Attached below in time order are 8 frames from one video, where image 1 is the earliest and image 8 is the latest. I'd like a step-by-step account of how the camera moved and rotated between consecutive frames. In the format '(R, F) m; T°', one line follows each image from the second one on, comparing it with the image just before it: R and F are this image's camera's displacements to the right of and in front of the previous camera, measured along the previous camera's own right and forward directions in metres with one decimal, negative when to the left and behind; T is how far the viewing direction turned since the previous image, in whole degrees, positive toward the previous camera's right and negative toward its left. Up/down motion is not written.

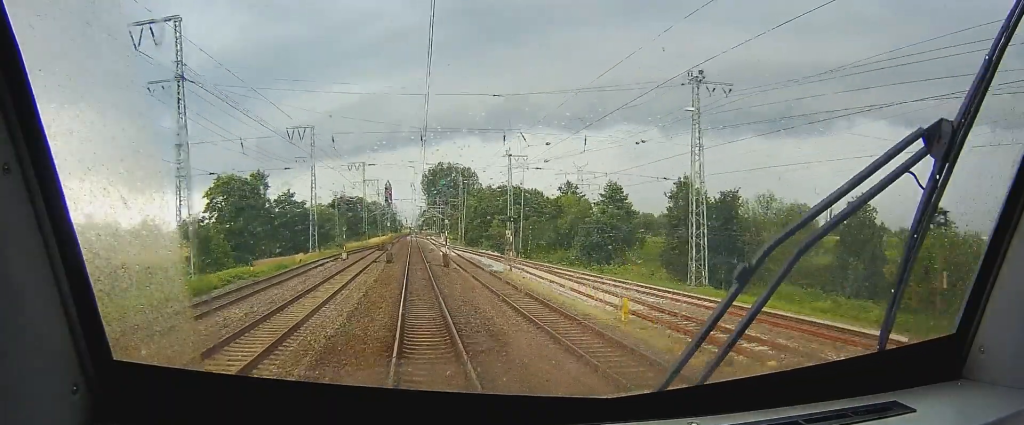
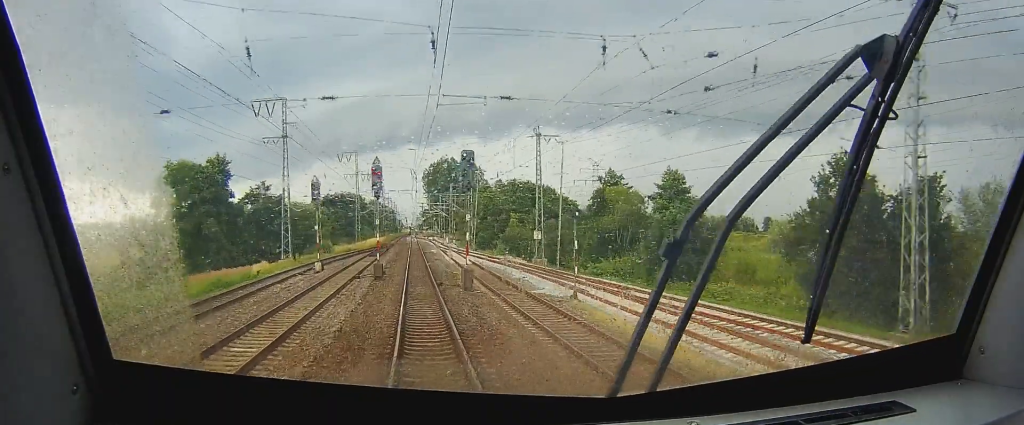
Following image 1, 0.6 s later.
(0.0, +20.4) m; 0°
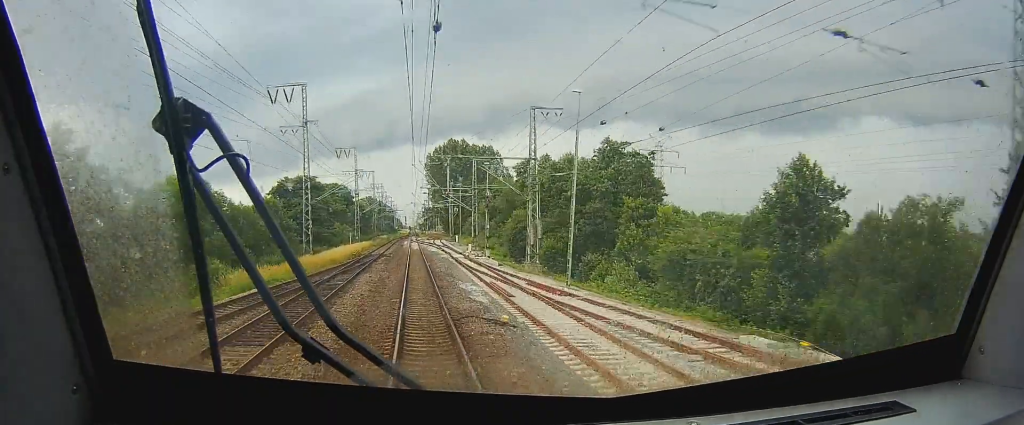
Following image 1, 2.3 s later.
(0.0, +60.2) m; 0°
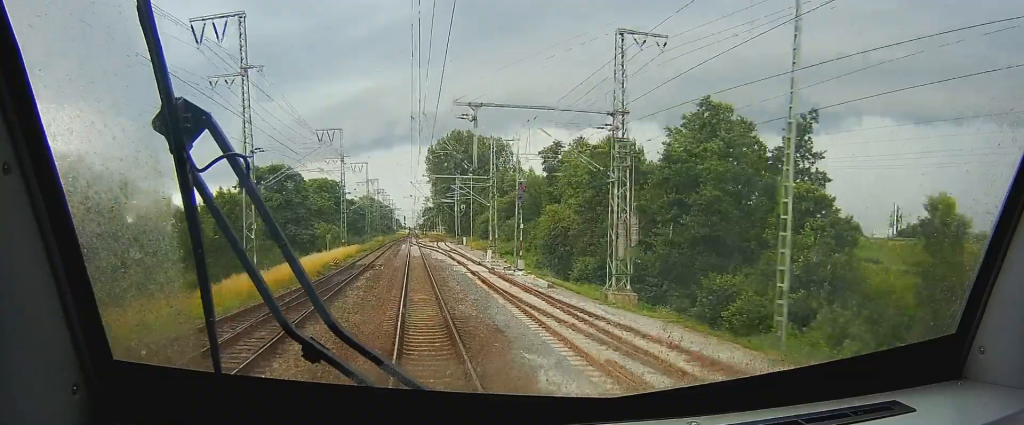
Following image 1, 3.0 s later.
(0.0, +25.3) m; 0°
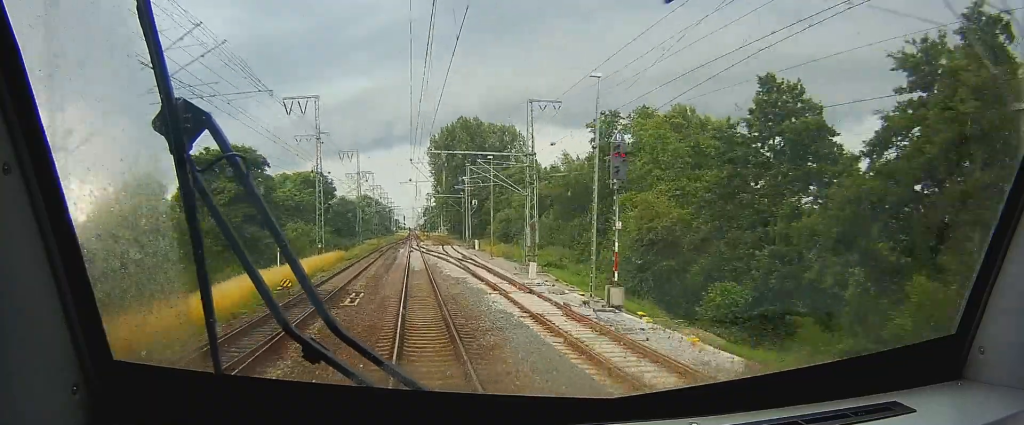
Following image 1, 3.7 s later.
(0.0, +26.1) m; 0°
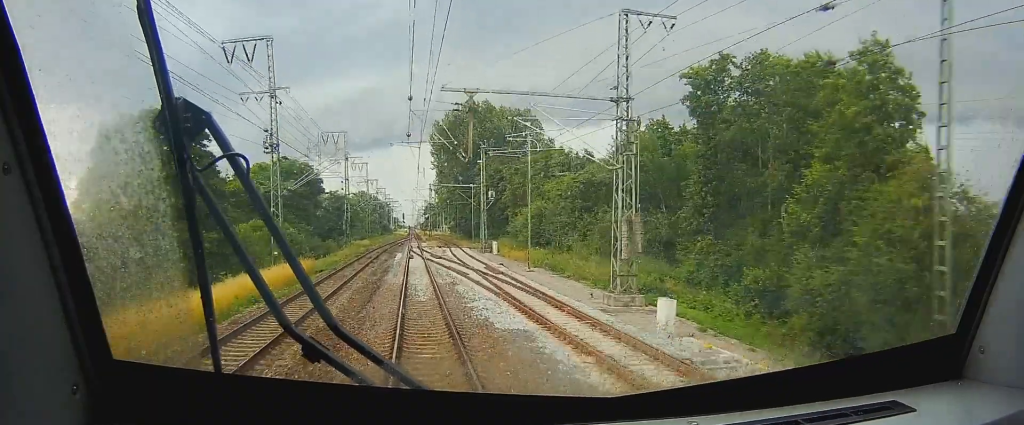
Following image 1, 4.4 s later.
(0.0, +25.9) m; 0°
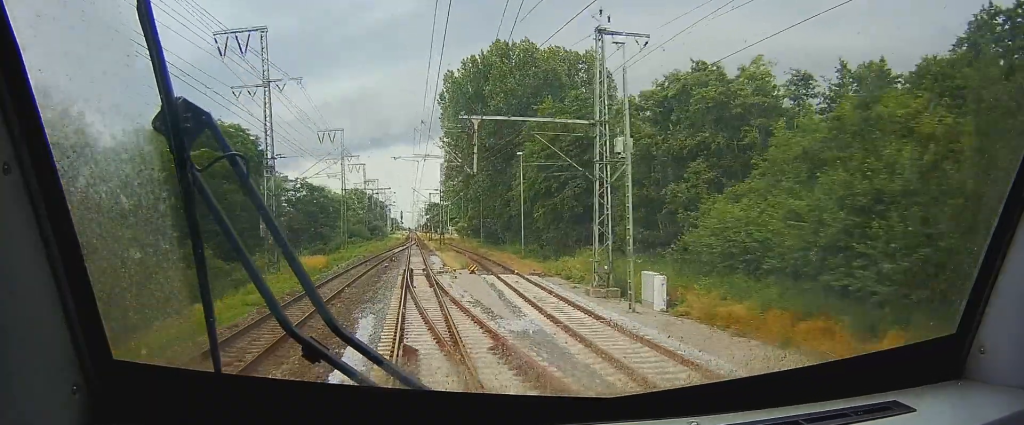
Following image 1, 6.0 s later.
(+0.2, +52.8) m; 0°
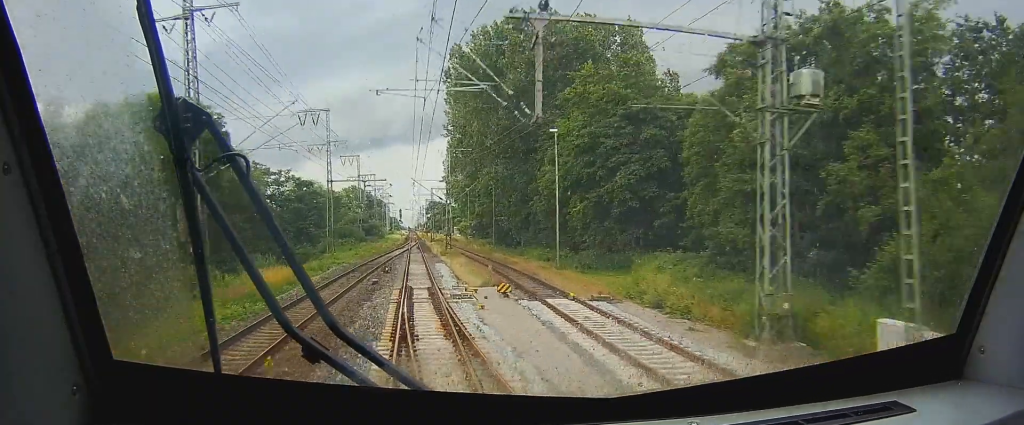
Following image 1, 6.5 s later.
(0.0, +13.9) m; 0°
